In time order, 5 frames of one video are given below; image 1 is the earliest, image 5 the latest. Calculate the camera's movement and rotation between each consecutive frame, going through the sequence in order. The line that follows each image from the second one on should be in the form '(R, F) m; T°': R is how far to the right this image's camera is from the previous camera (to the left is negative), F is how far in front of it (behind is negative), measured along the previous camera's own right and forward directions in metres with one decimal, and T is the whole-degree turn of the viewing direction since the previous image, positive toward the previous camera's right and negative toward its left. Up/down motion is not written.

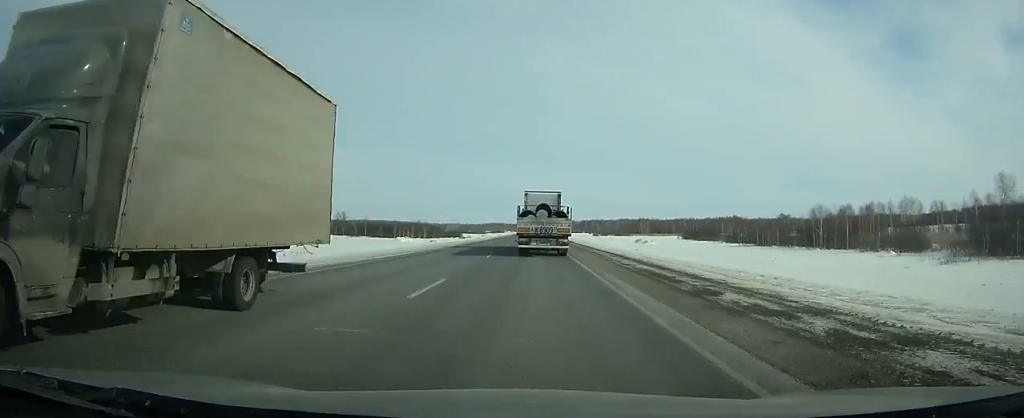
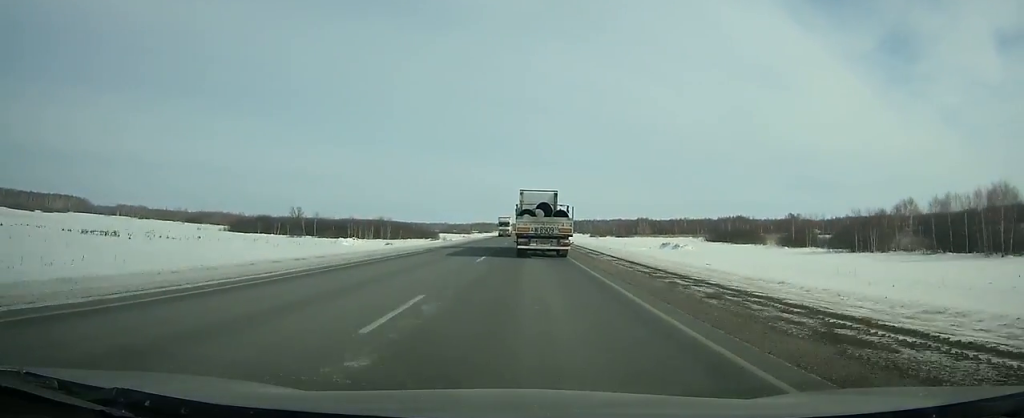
(-0.1, +35.6) m; 0°
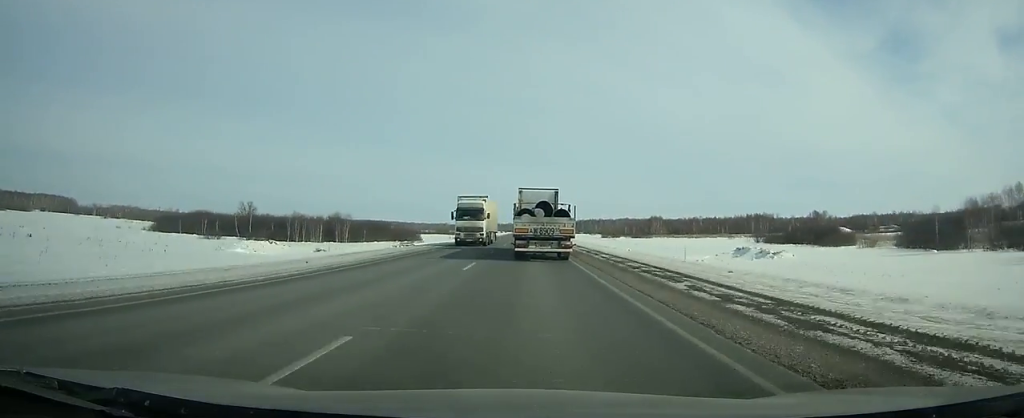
(0.0, +36.2) m; 0°
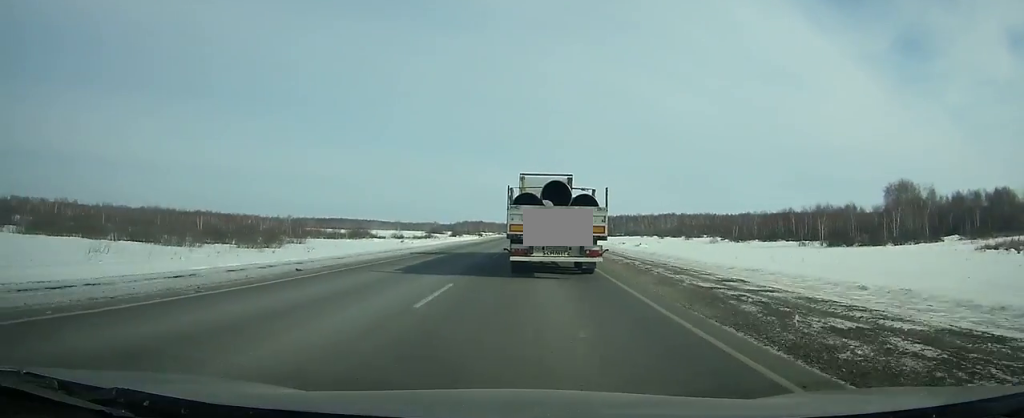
(-0.3, +265.8) m; 0°
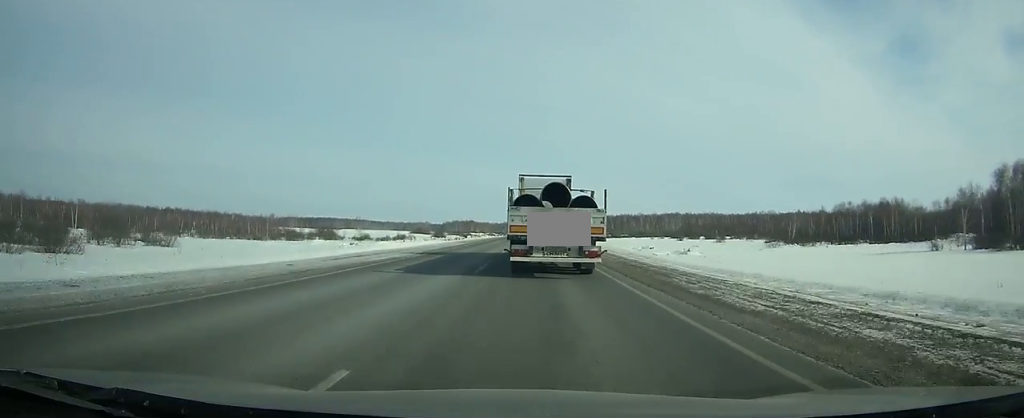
(0.0, +40.6) m; 0°
